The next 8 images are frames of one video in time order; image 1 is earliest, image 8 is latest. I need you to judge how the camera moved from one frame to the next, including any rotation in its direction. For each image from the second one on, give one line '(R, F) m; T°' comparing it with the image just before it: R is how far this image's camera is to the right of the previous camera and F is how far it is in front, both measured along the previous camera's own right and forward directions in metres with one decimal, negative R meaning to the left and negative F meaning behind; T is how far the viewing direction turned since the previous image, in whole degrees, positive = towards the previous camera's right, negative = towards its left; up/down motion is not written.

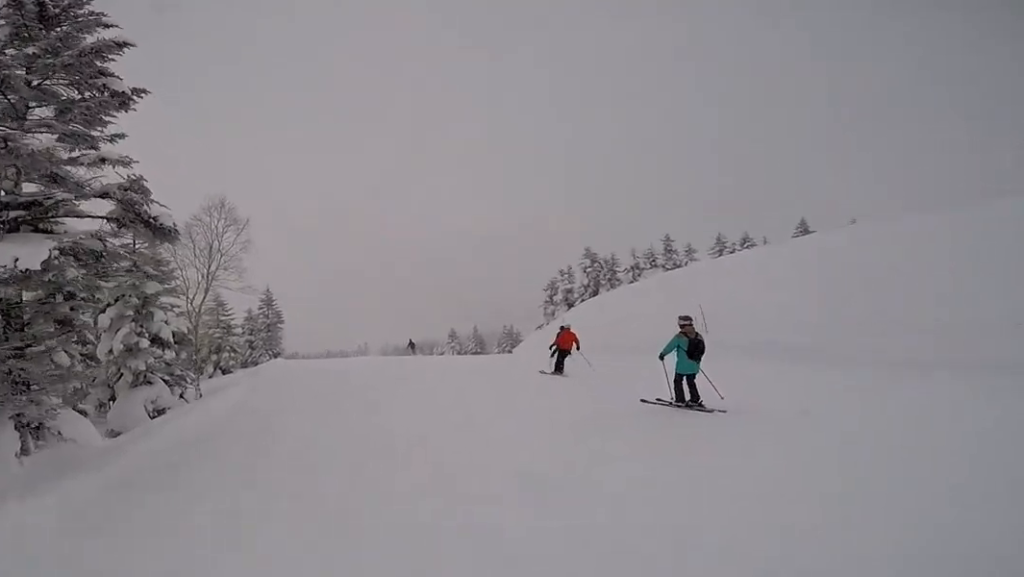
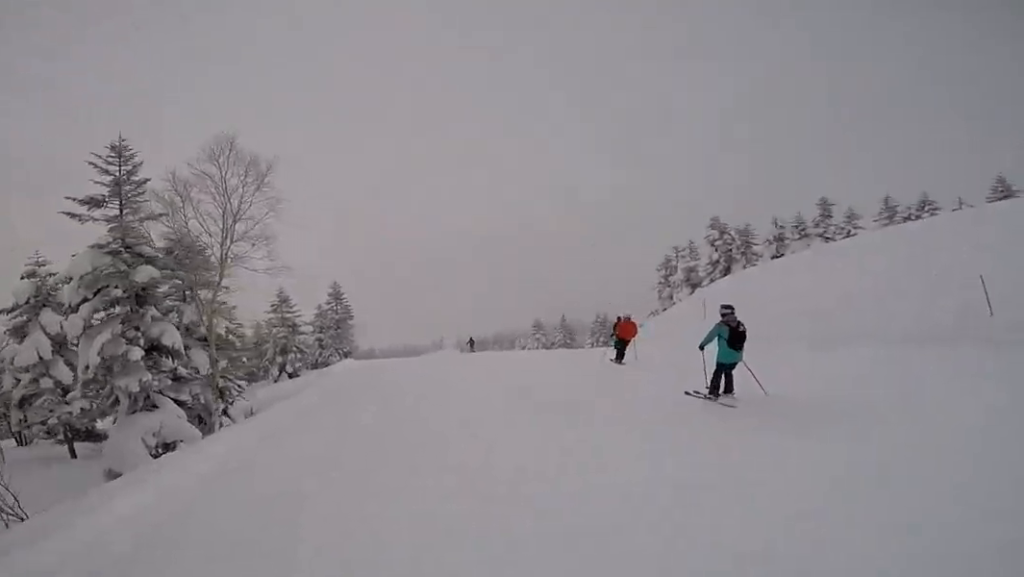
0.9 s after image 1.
(+0.2, +5.7) m; +7°
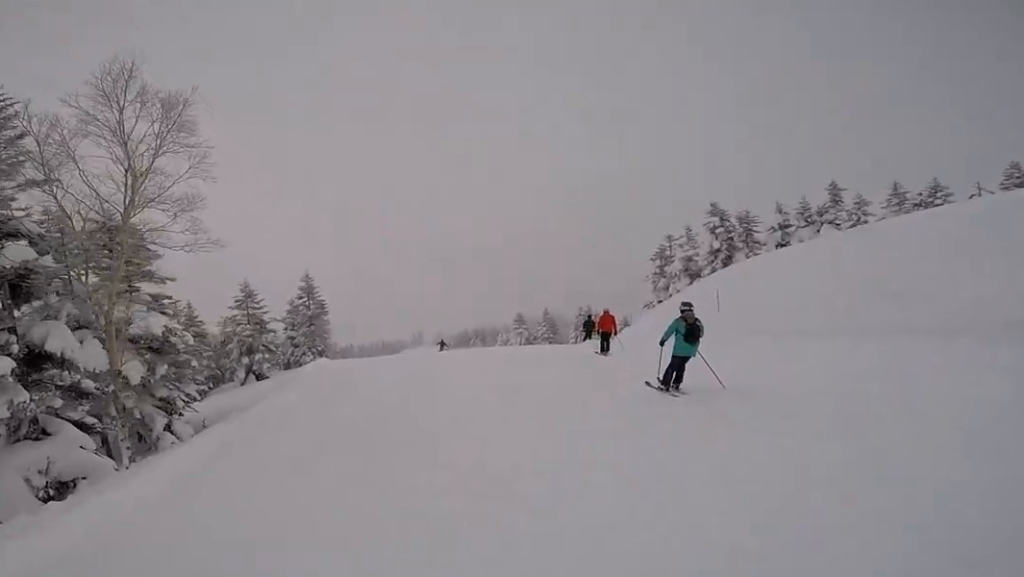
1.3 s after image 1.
(+0.2, +2.9) m; +3°
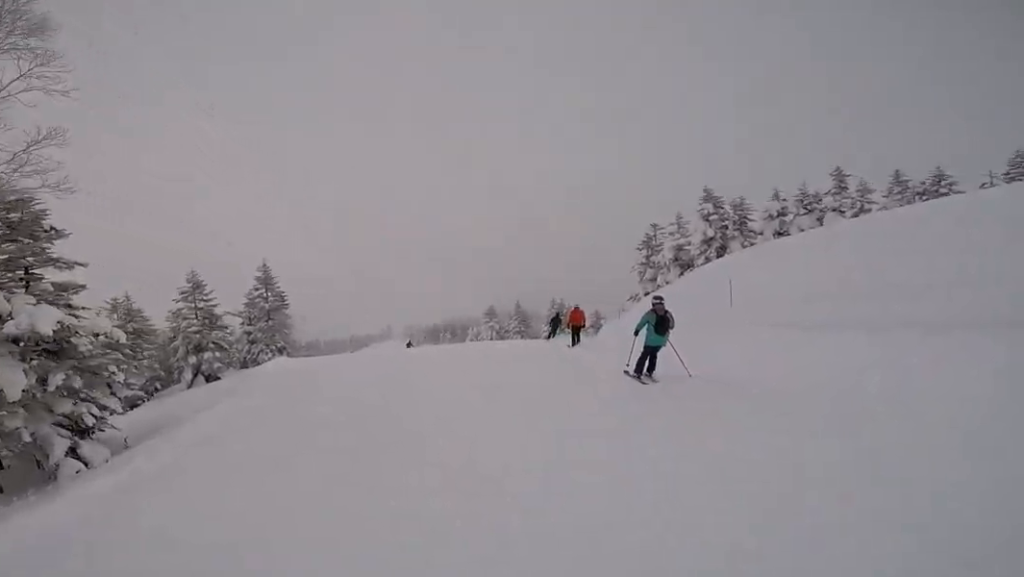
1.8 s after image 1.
(+0.1, +3.1) m; +4°
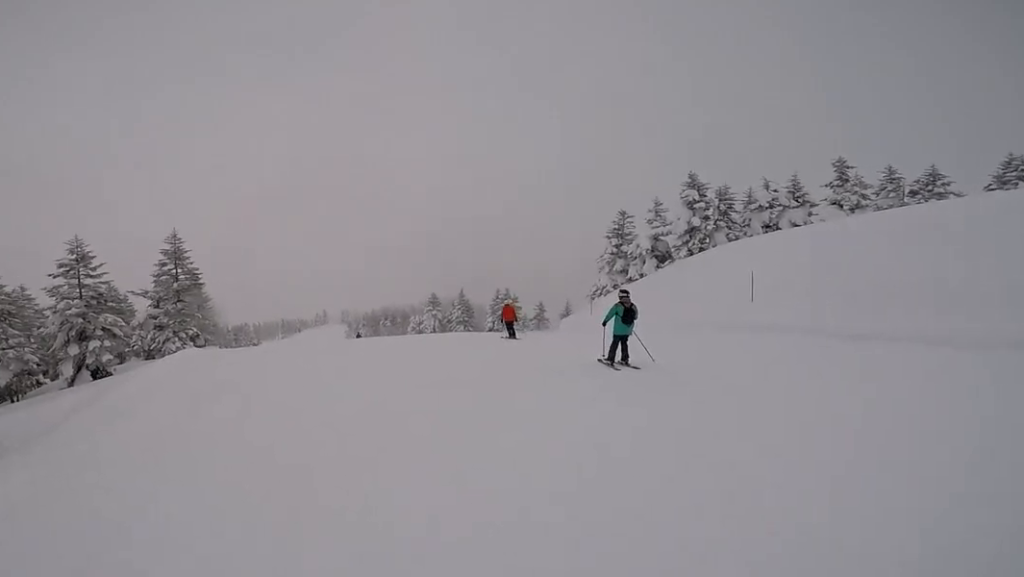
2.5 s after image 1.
(+0.2, +4.9) m; +2°
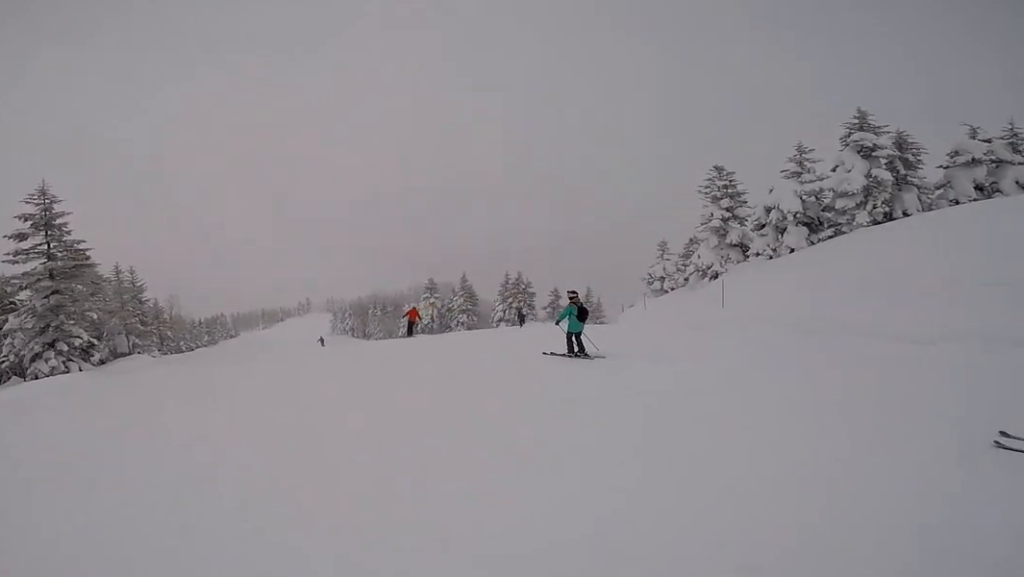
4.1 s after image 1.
(-0.6, +10.8) m; -13°
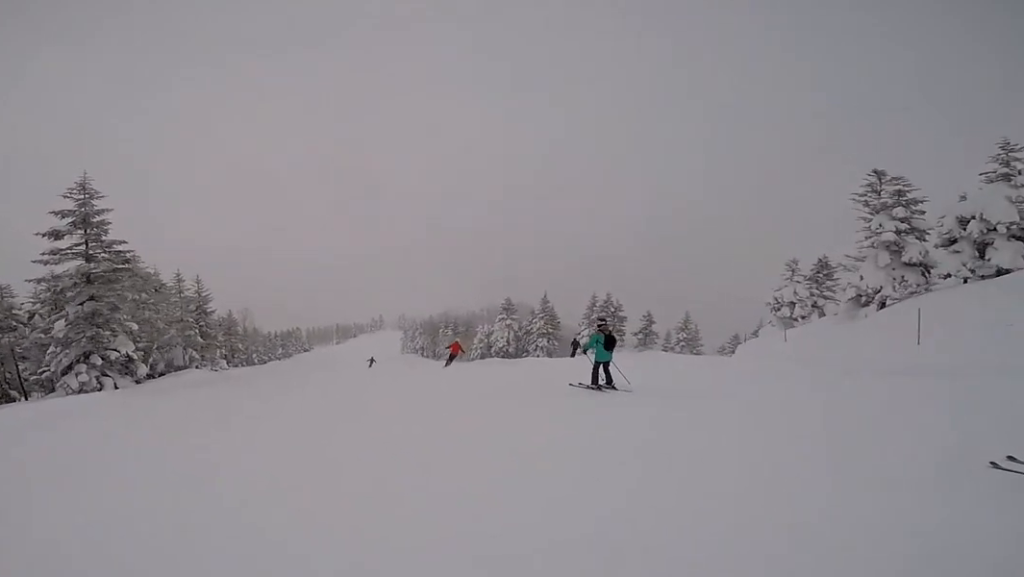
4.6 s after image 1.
(-0.4, +3.4) m; -5°
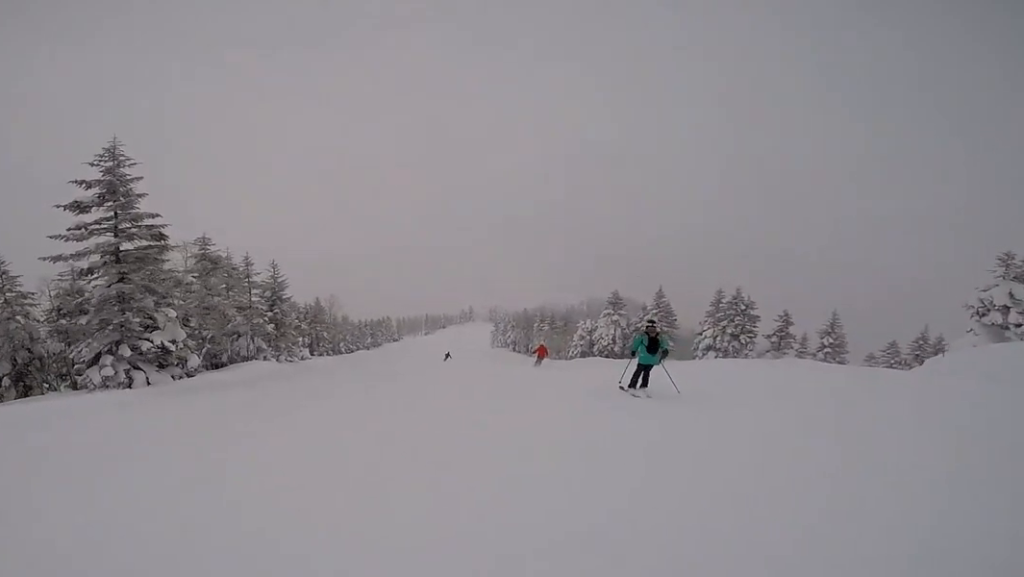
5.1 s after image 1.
(-0.2, +3.7) m; -2°
